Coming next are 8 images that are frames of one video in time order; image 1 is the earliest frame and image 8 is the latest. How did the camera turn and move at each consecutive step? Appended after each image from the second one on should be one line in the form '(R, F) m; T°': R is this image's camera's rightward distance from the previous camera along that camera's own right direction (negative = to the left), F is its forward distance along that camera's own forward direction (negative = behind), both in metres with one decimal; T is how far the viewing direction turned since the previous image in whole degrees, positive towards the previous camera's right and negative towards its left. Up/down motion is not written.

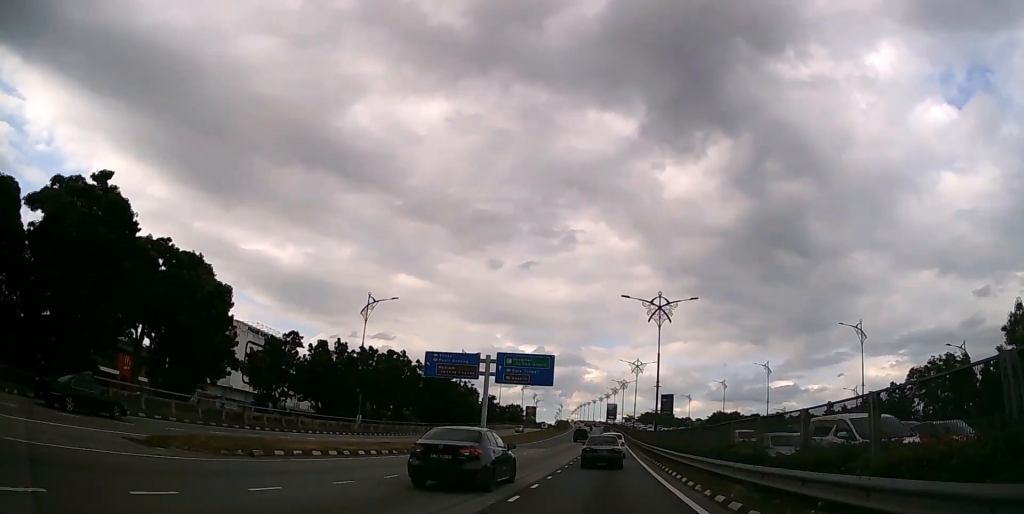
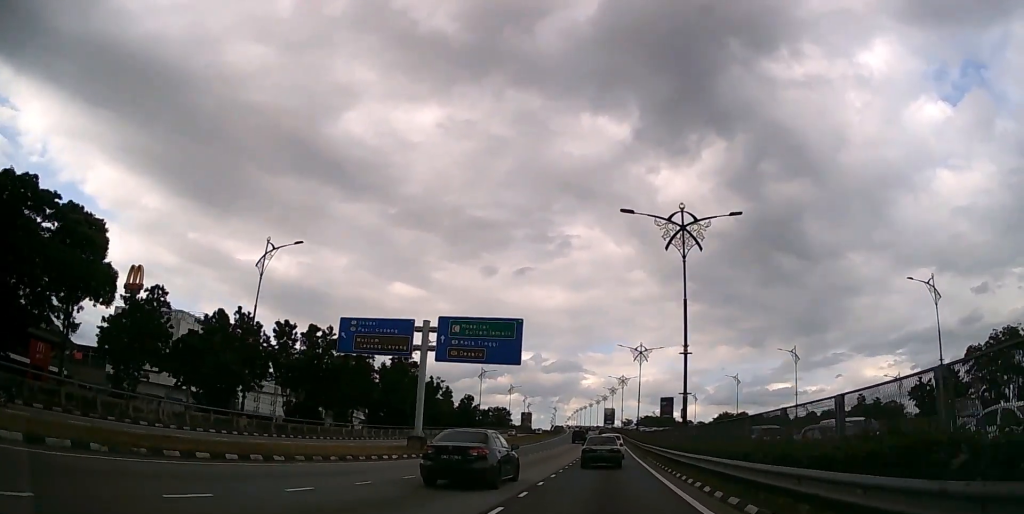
(0.0, +18.0) m; 0°
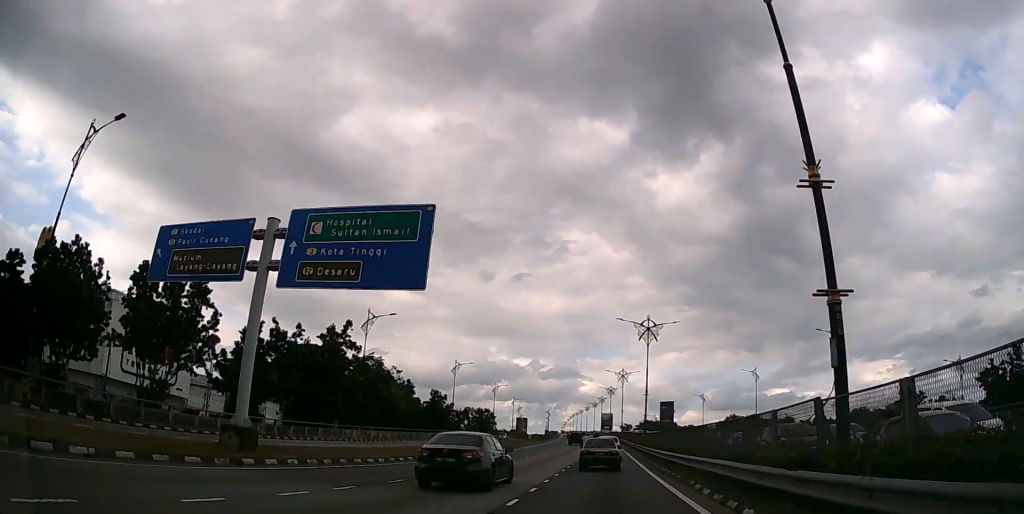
(0.0, +18.4) m; 0°
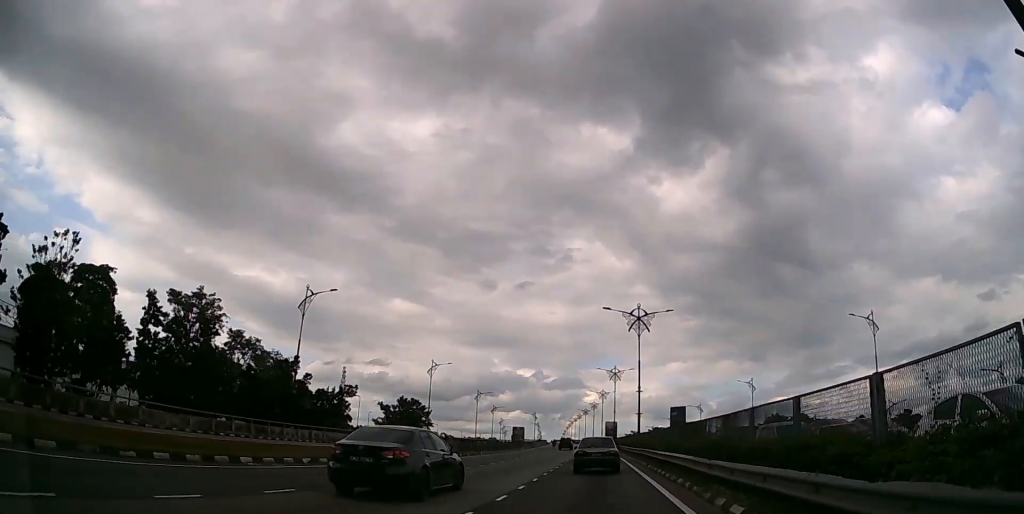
(+0.1, +51.5) m; 0°
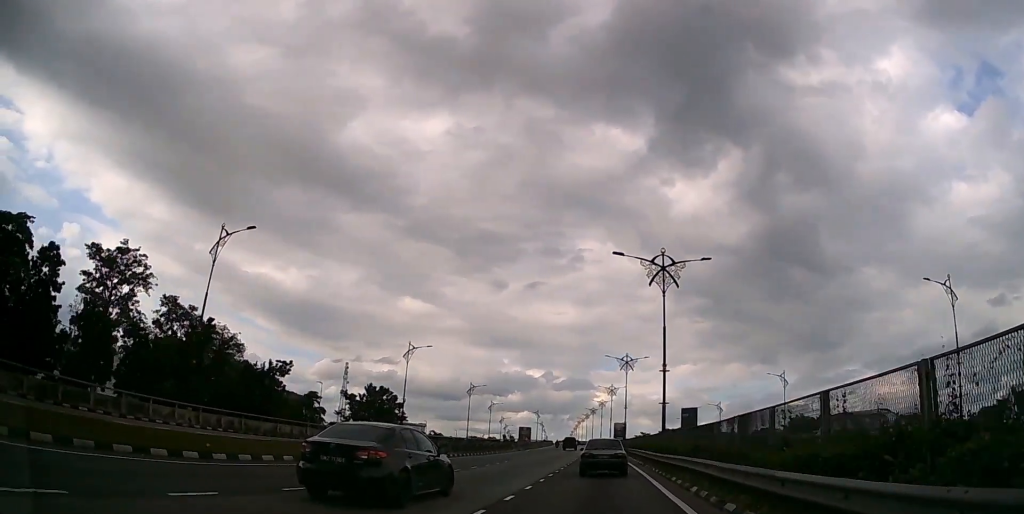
(0.0, +14.6) m; 0°
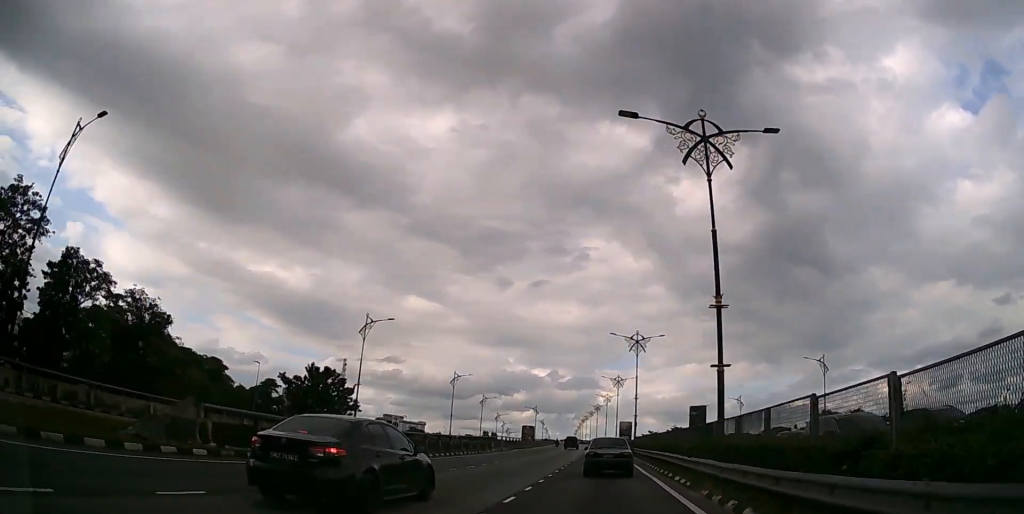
(-0.1, +14.8) m; -1°
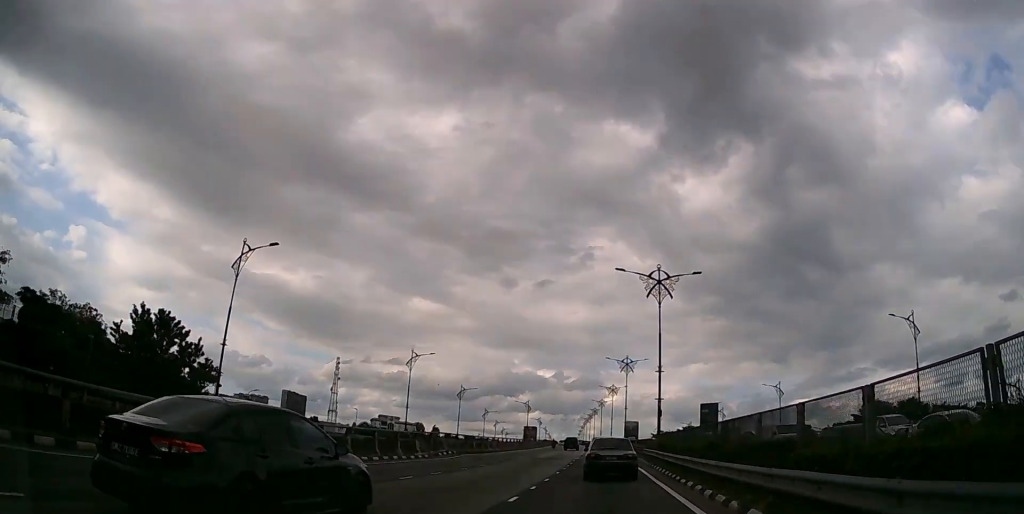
(-0.2, +23.9) m; -1°
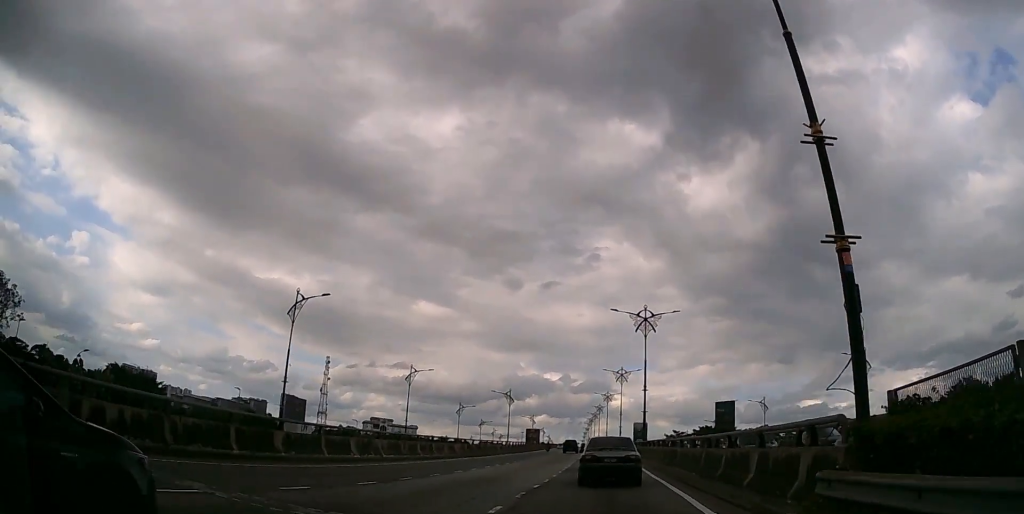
(-0.2, +30.1) m; -1°
